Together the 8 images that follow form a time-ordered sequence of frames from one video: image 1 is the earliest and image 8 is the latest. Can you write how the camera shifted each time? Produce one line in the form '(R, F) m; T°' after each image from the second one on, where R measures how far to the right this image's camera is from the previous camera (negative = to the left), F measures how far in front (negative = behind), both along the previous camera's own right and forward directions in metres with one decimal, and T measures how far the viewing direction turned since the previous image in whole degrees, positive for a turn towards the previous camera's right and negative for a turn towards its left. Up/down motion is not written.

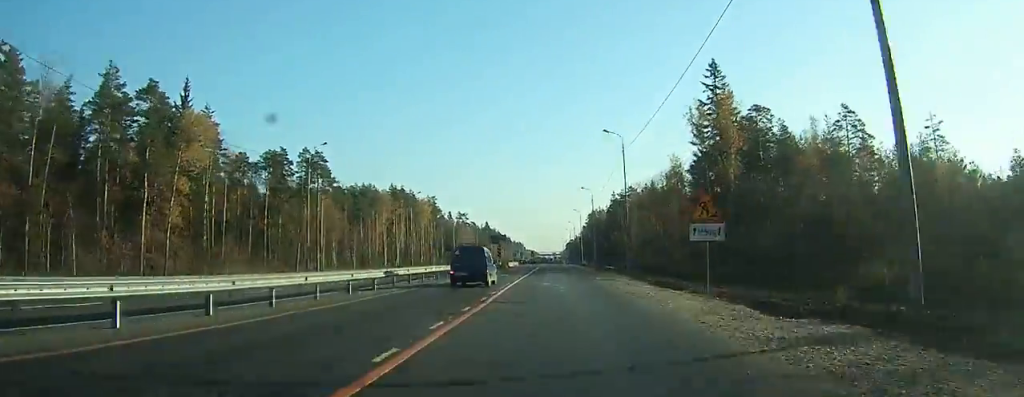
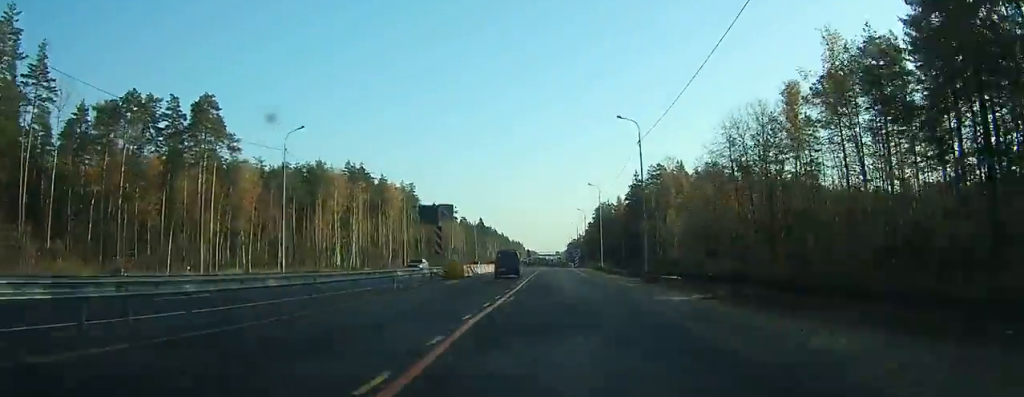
(-0.3, +41.0) m; 0°
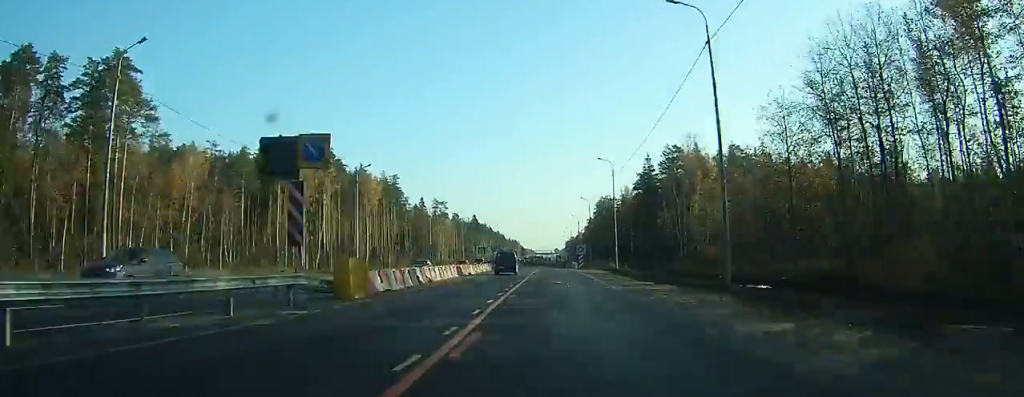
(+0.1, +19.0) m; 0°
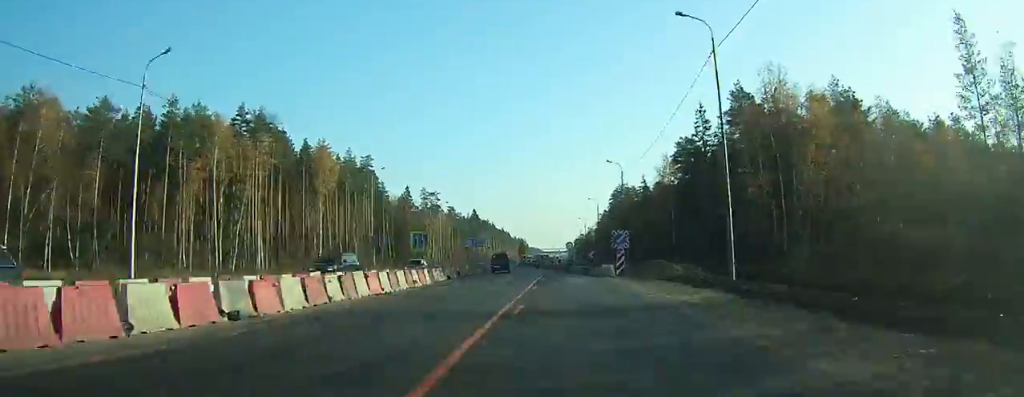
(-0.2, +37.3) m; -1°
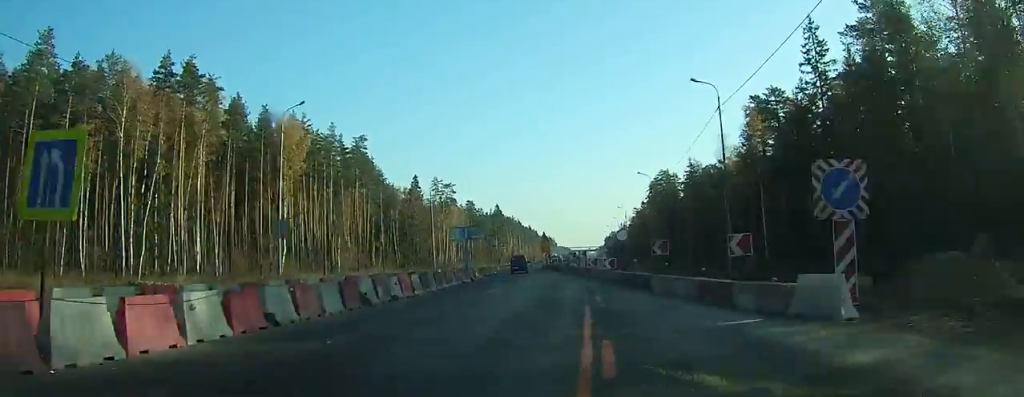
(-0.3, +29.3) m; -2°
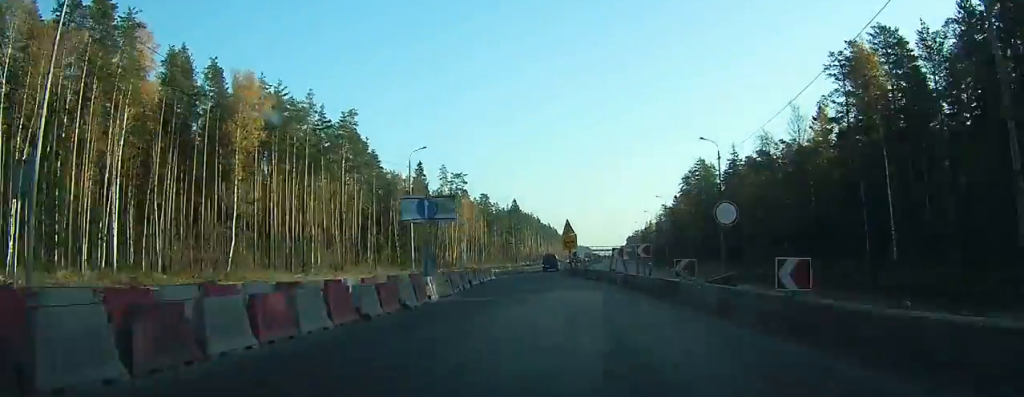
(-0.4, +20.6) m; -1°
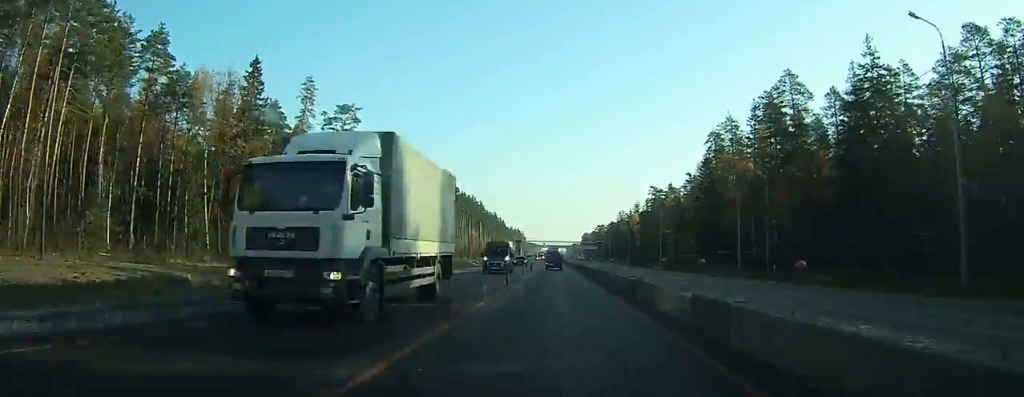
(+0.3, +76.1) m; +4°
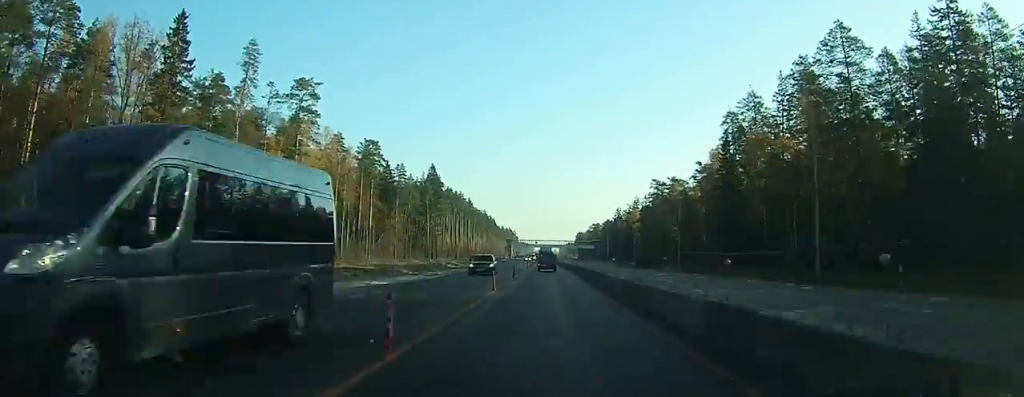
(+0.4, +17.0) m; +1°
